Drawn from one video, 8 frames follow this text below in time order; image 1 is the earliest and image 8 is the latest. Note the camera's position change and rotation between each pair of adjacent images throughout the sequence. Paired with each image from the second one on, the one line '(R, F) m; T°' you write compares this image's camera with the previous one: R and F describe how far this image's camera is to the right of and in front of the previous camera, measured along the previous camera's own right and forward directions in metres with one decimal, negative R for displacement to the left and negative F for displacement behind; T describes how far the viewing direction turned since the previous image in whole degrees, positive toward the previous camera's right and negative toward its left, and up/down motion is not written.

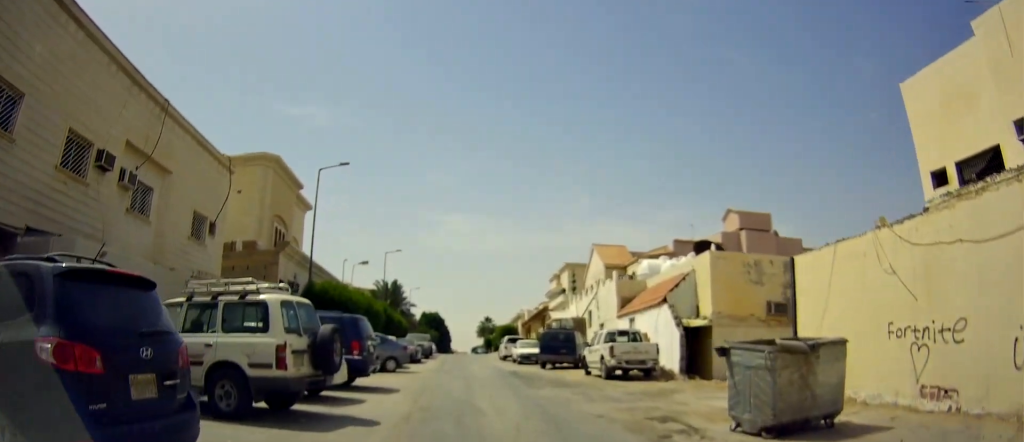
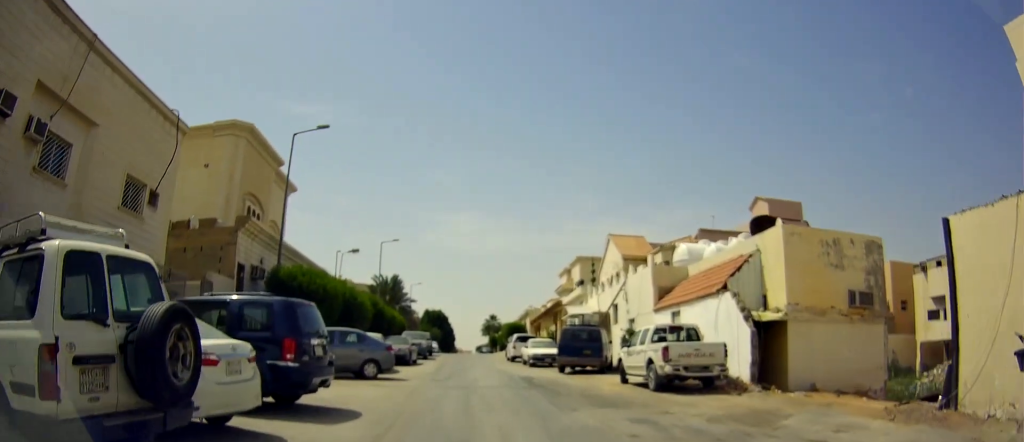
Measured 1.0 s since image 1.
(-0.2, +4.3) m; -2°
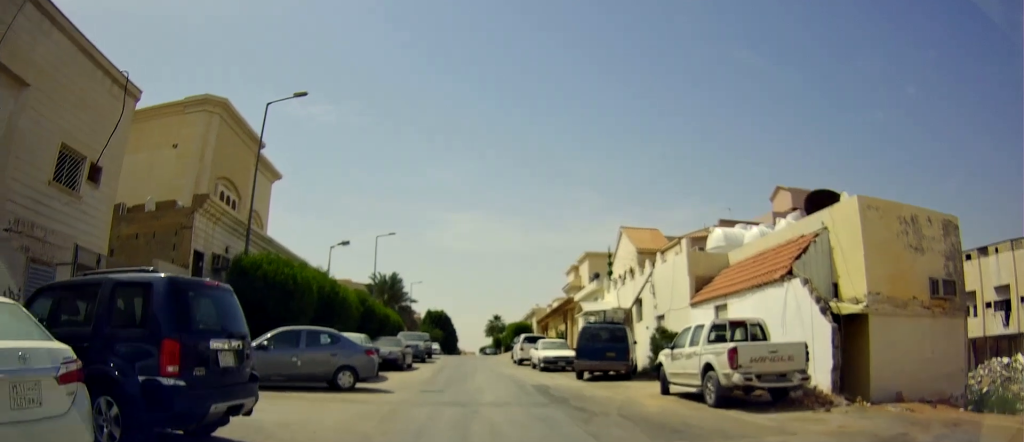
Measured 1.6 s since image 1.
(0.0, +3.1) m; 0°
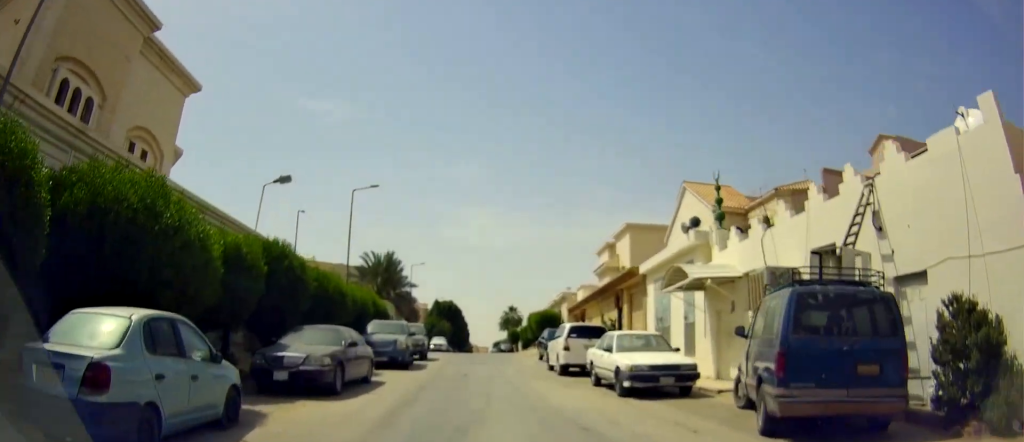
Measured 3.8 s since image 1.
(-0.4, +12.4) m; +1°
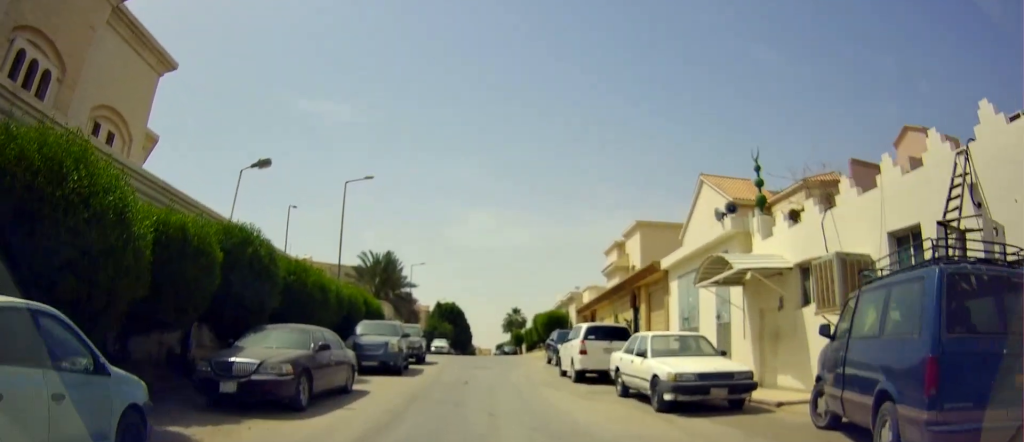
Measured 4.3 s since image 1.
(+0.2, +2.6) m; +2°
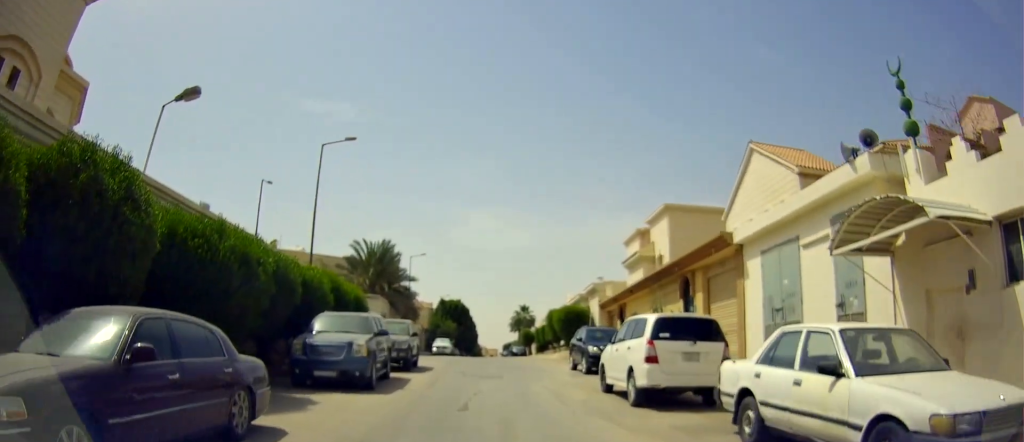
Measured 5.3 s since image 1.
(+0.2, +6.1) m; 0°
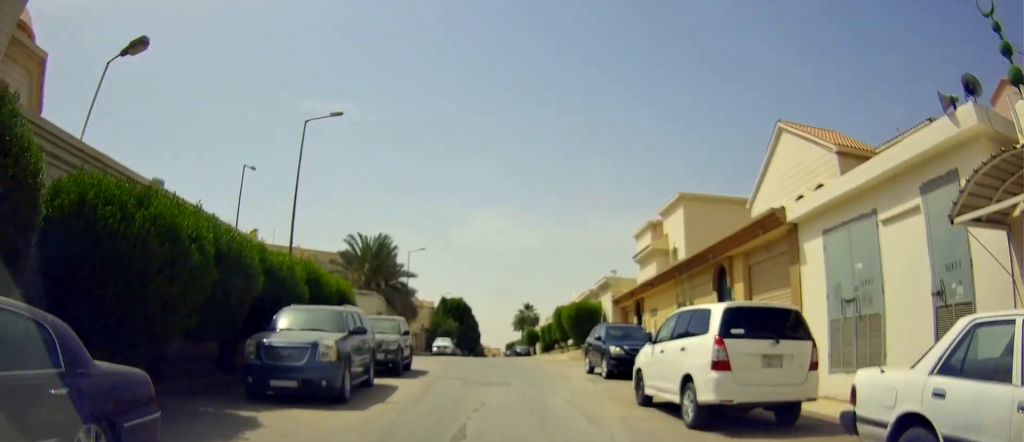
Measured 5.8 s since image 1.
(+0.1, +3.0) m; -2°
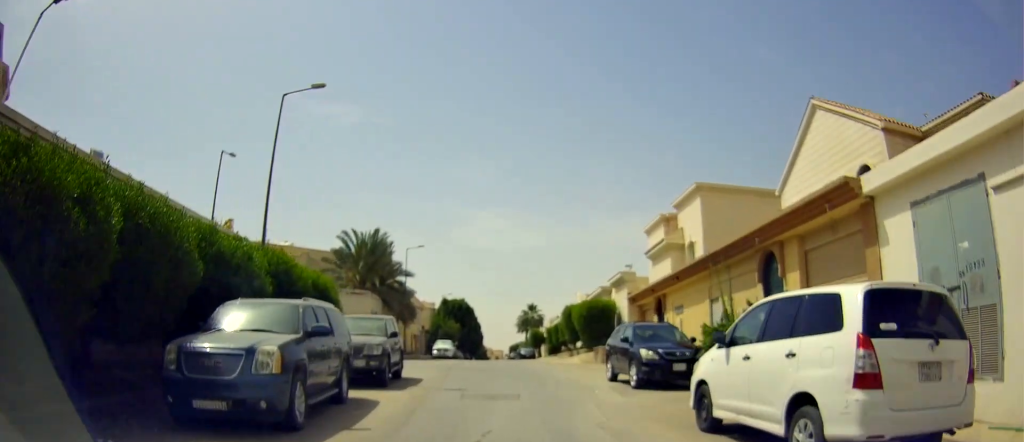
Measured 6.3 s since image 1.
(-0.2, +3.1) m; 0°
